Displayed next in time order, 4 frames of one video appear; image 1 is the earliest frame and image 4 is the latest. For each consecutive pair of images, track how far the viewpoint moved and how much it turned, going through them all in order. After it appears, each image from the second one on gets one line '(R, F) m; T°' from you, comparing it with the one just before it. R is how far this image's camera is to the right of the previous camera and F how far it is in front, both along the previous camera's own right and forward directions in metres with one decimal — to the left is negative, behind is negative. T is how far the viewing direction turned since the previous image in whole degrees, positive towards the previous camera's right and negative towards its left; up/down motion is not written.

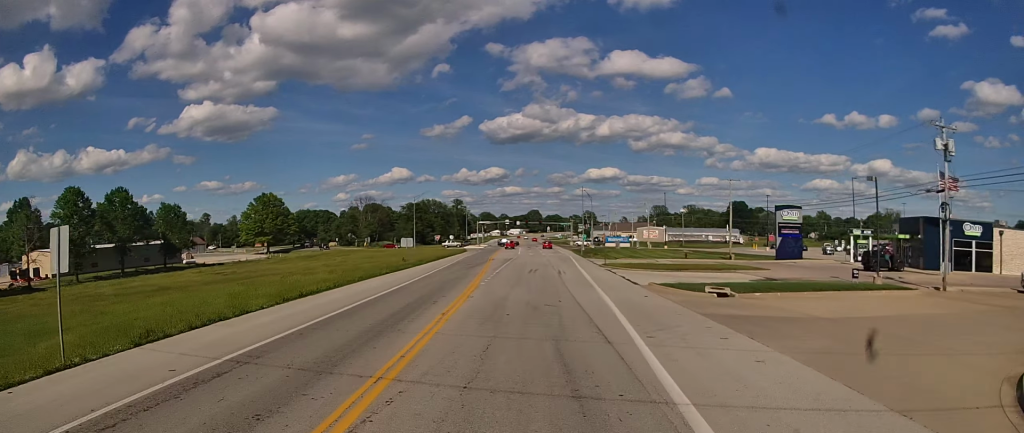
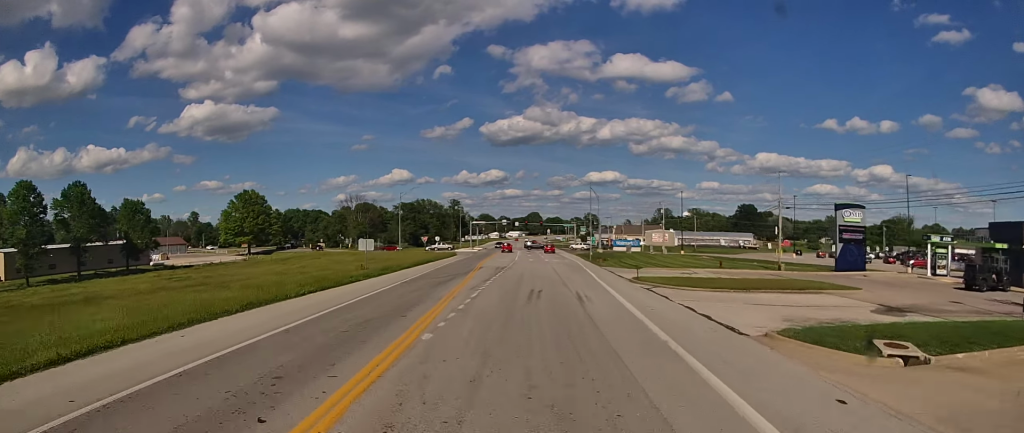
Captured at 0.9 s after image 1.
(0.0, +15.6) m; +3°
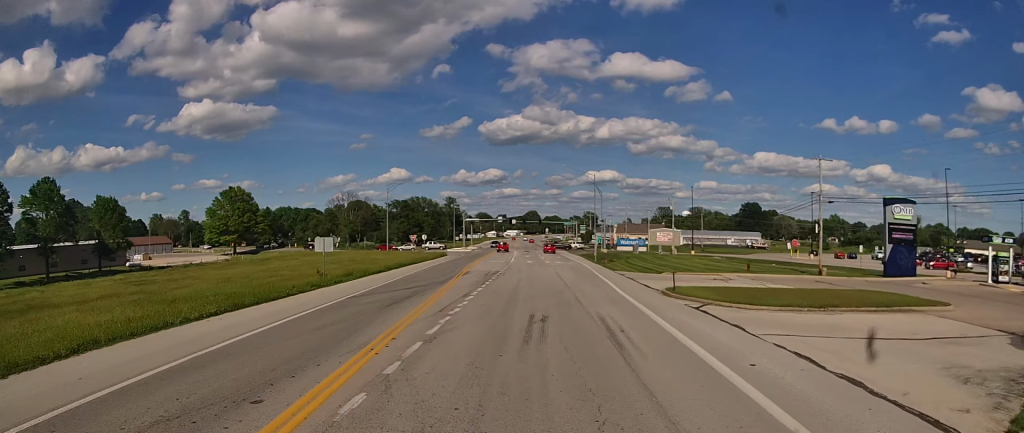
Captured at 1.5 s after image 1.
(+0.6, +9.7) m; +1°
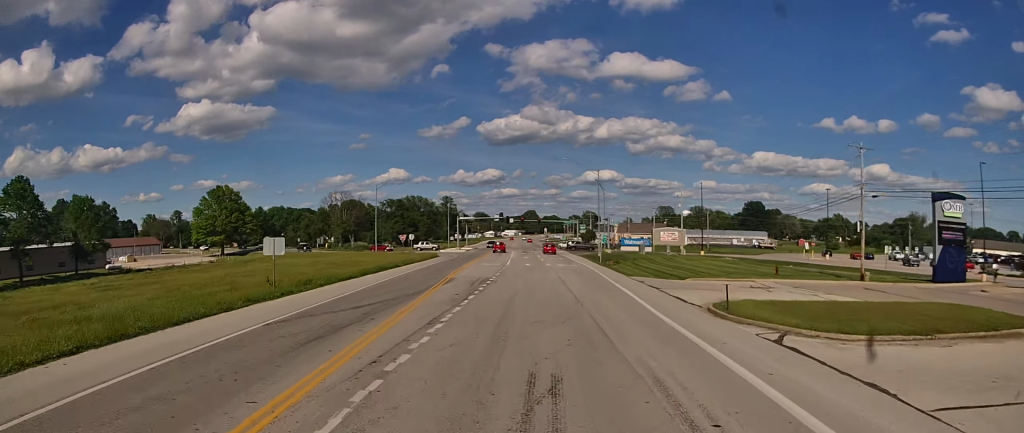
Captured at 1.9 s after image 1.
(+0.2, +7.9) m; 0°
